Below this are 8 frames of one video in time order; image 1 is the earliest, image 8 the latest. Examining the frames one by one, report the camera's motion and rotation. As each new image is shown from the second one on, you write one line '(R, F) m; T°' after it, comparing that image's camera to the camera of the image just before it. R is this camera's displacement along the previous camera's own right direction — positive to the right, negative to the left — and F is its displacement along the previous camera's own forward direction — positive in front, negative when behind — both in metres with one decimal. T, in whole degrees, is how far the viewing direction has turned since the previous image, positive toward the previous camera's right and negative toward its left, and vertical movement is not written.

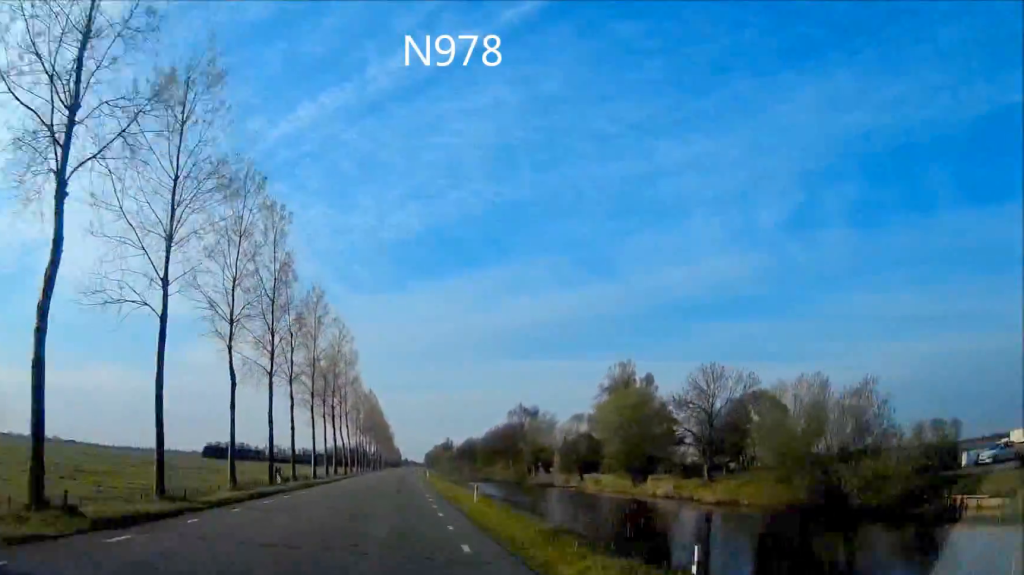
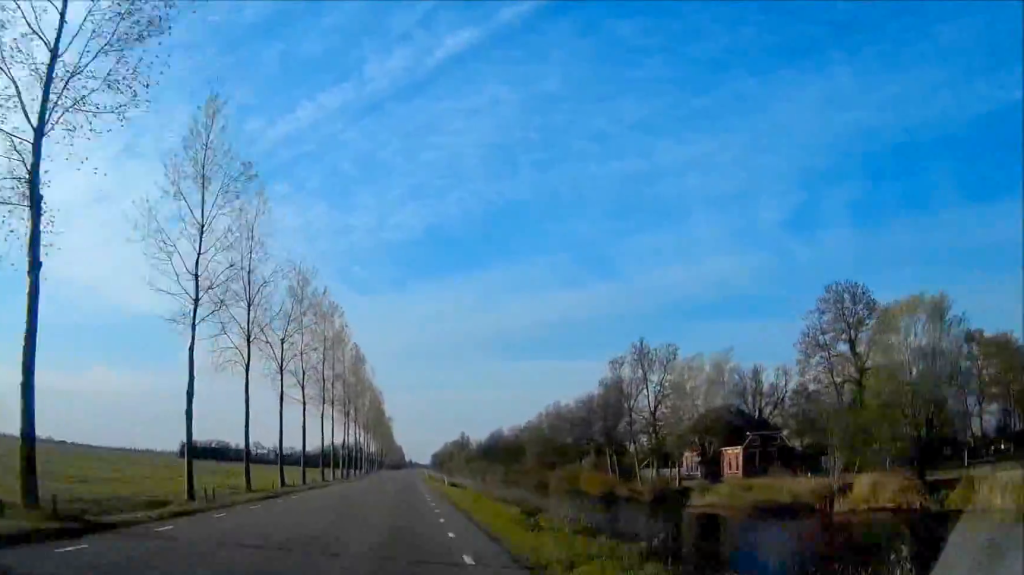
(+0.2, +82.0) m; 0°
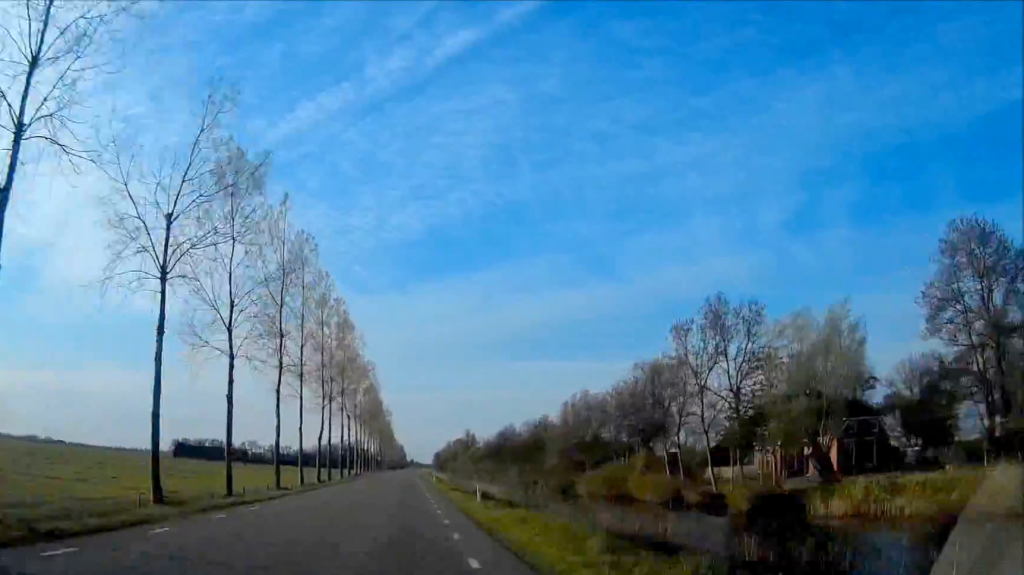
(0.0, +20.6) m; 0°
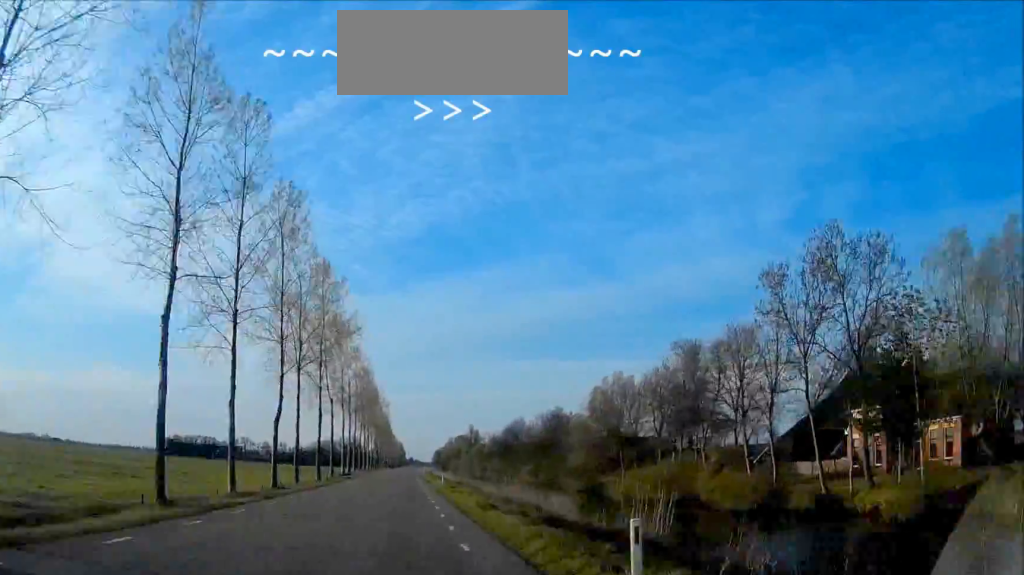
(0.0, +18.1) m; 0°
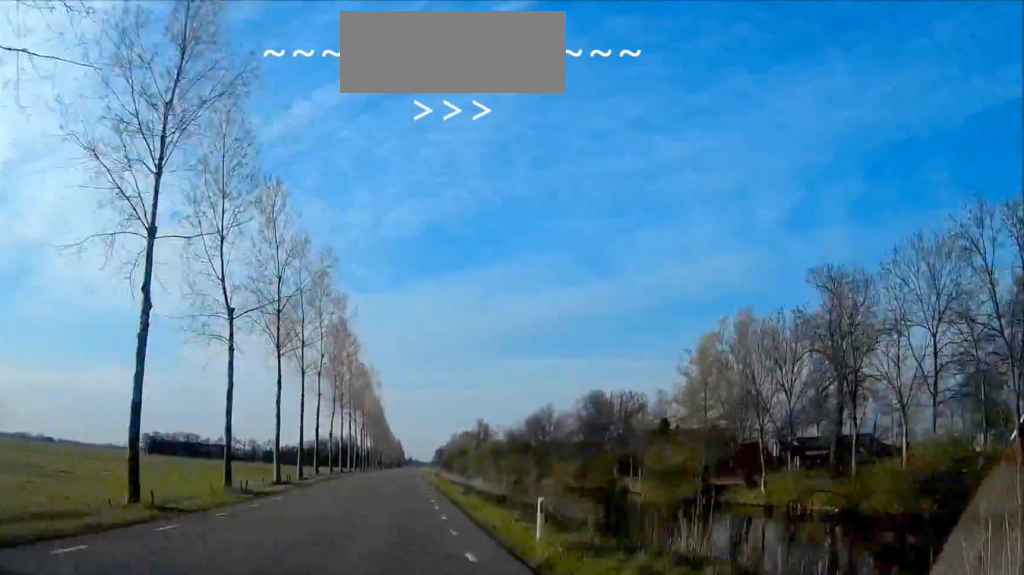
(0.0, +37.8) m; 0°
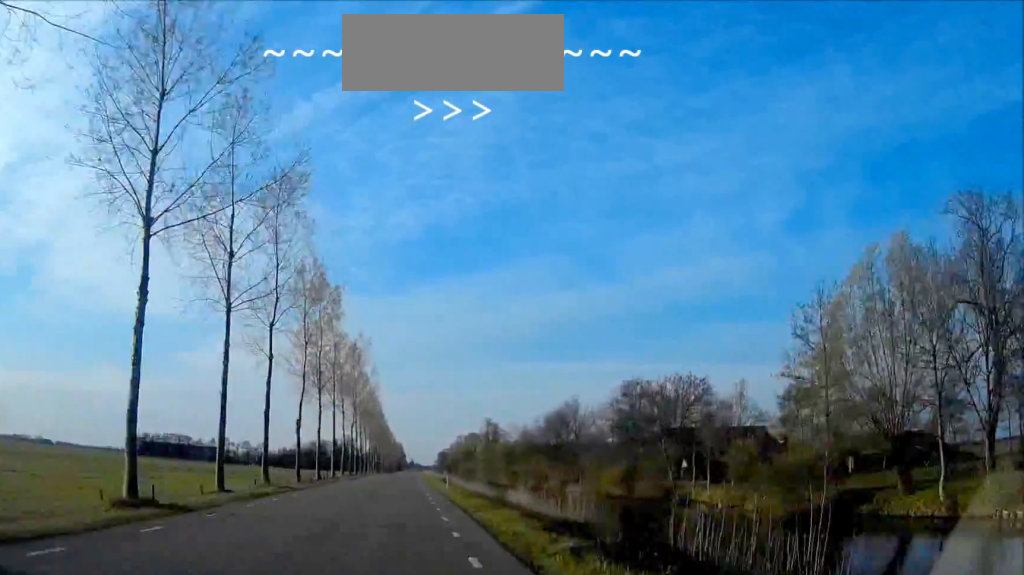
(0.0, +21.0) m; 0°
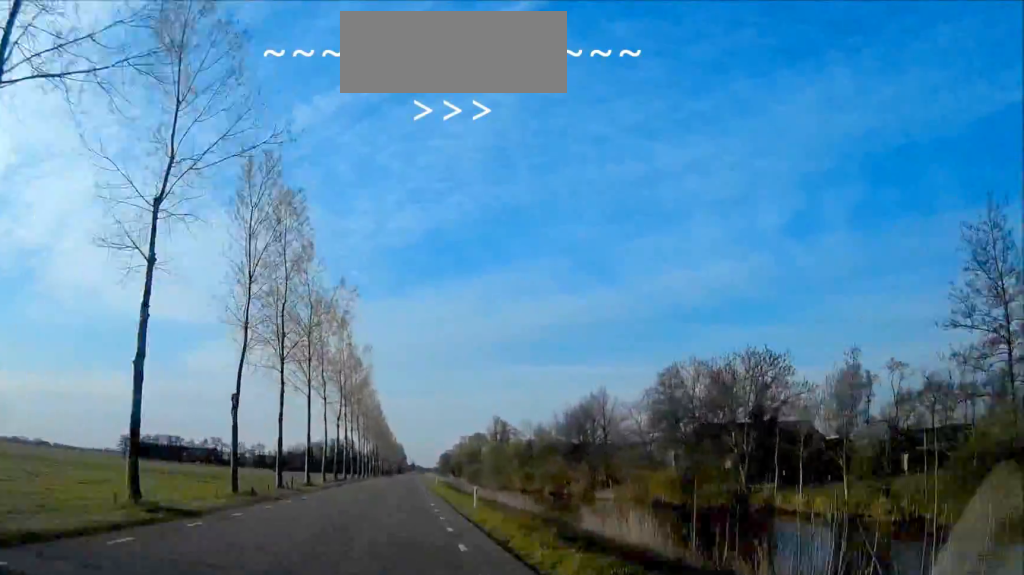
(0.0, +17.1) m; 0°
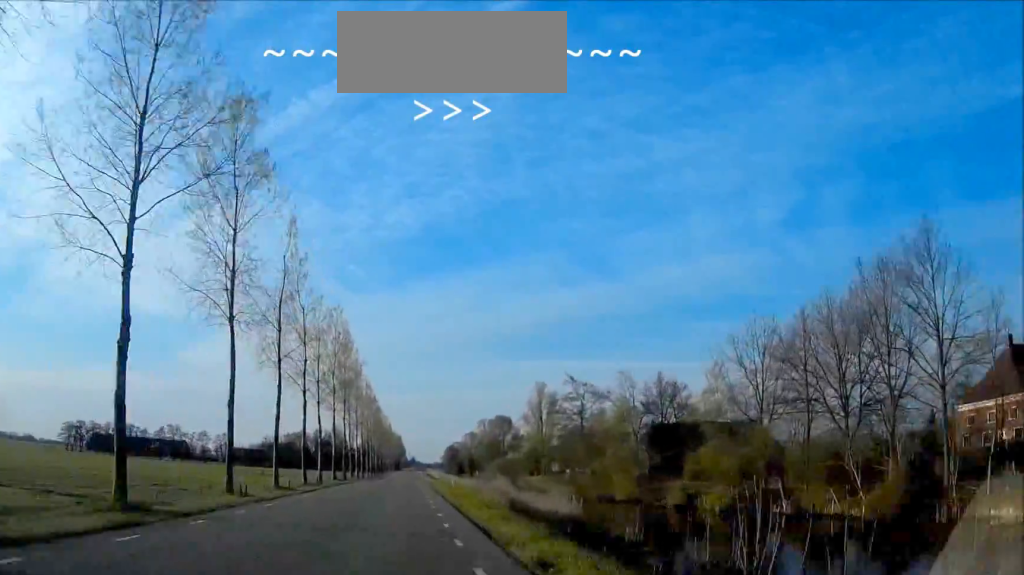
(+0.1, +72.8) m; 0°
